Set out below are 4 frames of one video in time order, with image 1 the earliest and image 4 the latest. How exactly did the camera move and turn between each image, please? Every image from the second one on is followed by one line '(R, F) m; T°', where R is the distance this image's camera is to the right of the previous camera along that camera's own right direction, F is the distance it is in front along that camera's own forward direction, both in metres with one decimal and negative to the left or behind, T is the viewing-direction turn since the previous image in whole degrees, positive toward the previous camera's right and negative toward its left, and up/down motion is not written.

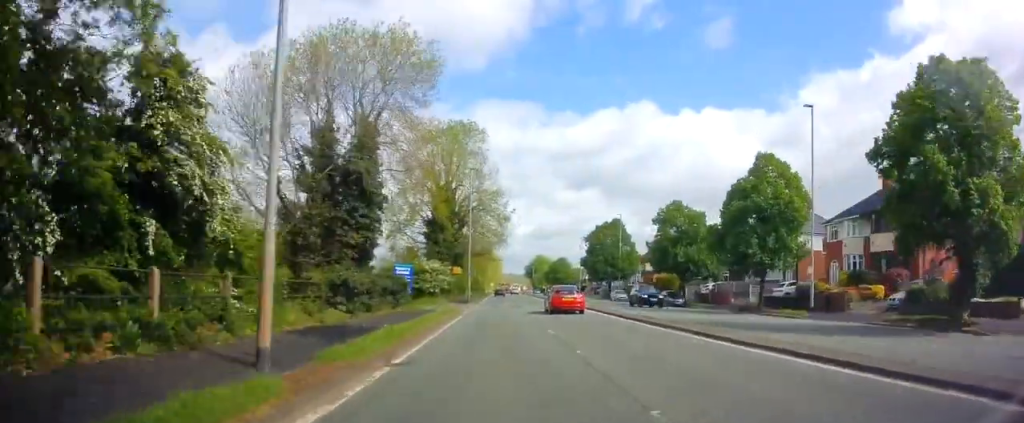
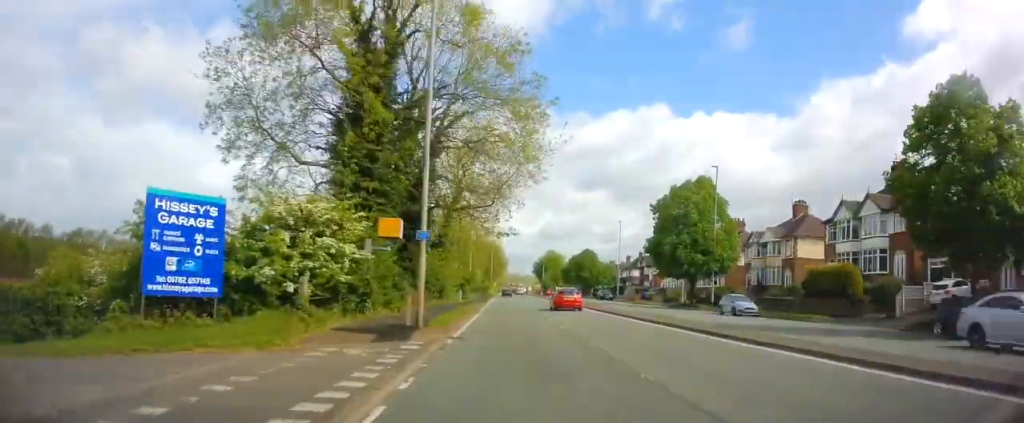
(-1.4, +36.6) m; -2°
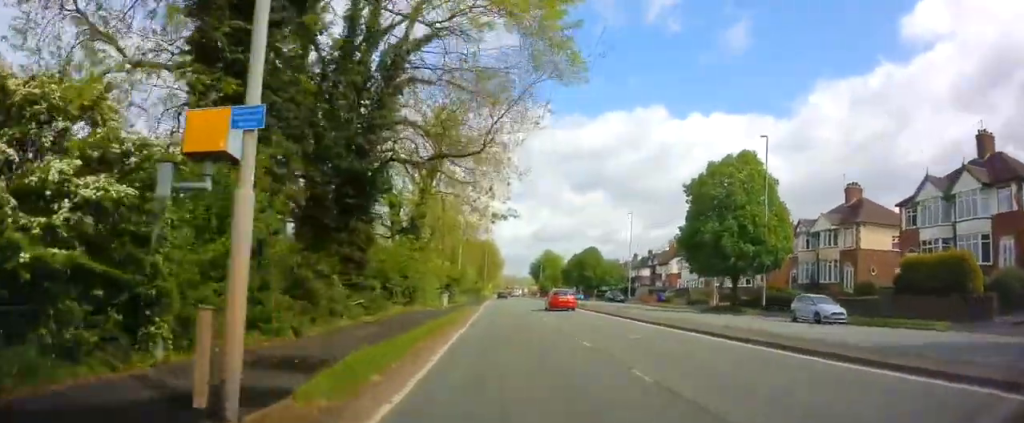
(+0.1, +11.6) m; +1°
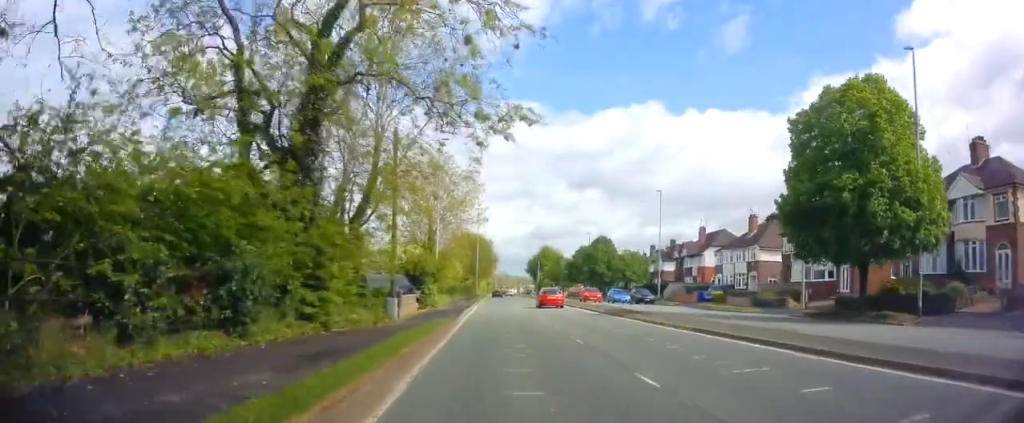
(+0.1, +17.8) m; 0°
